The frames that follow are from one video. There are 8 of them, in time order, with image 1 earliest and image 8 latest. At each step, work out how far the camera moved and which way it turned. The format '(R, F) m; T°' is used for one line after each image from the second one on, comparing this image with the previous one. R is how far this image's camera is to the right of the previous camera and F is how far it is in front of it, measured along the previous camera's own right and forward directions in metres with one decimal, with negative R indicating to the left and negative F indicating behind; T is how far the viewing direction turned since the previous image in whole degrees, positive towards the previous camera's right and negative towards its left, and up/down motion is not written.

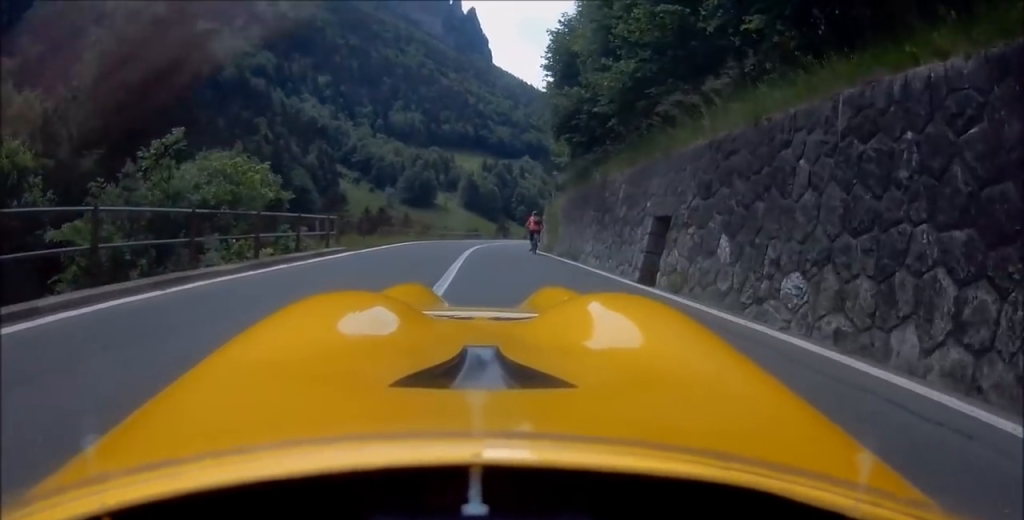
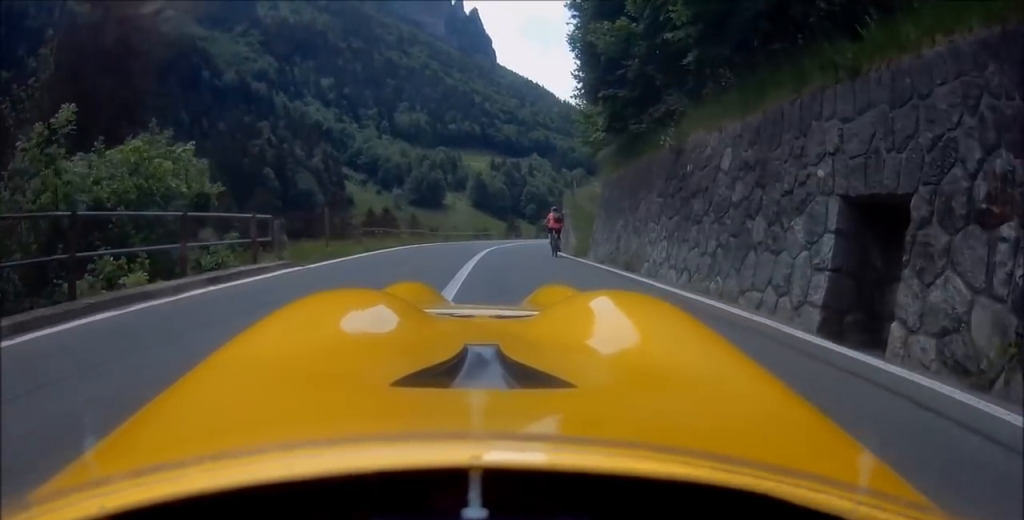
(-0.2, +5.5) m; -3°
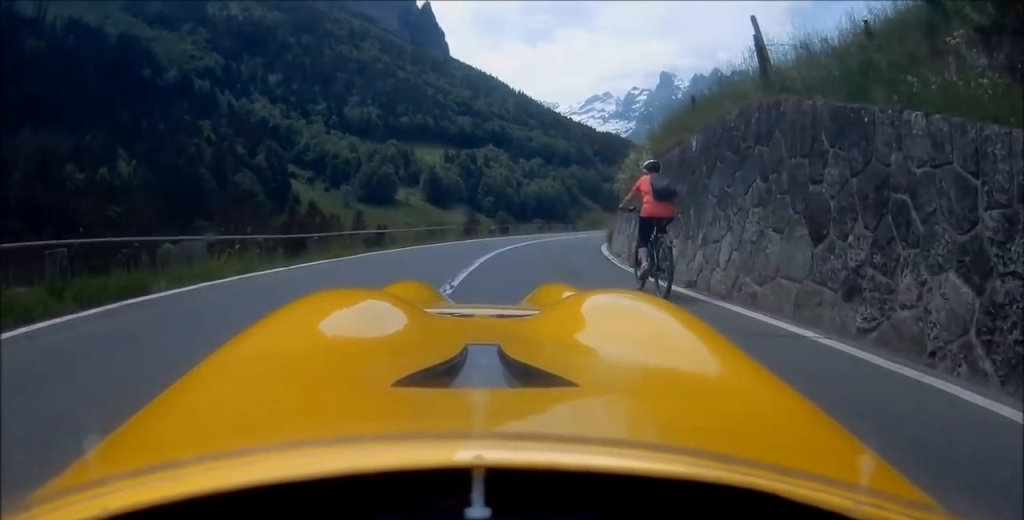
(-2.3, +23.0) m; 0°
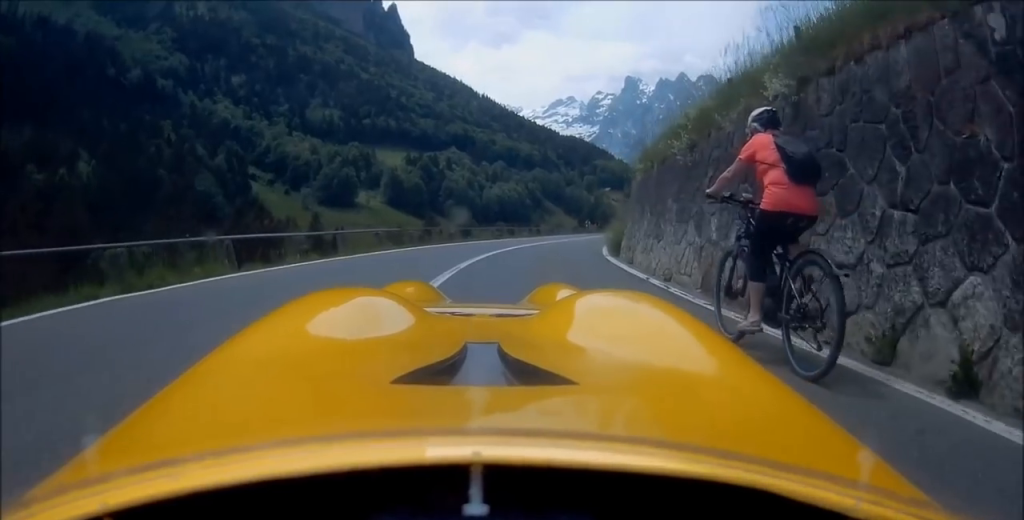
(+0.8, +6.7) m; +7°
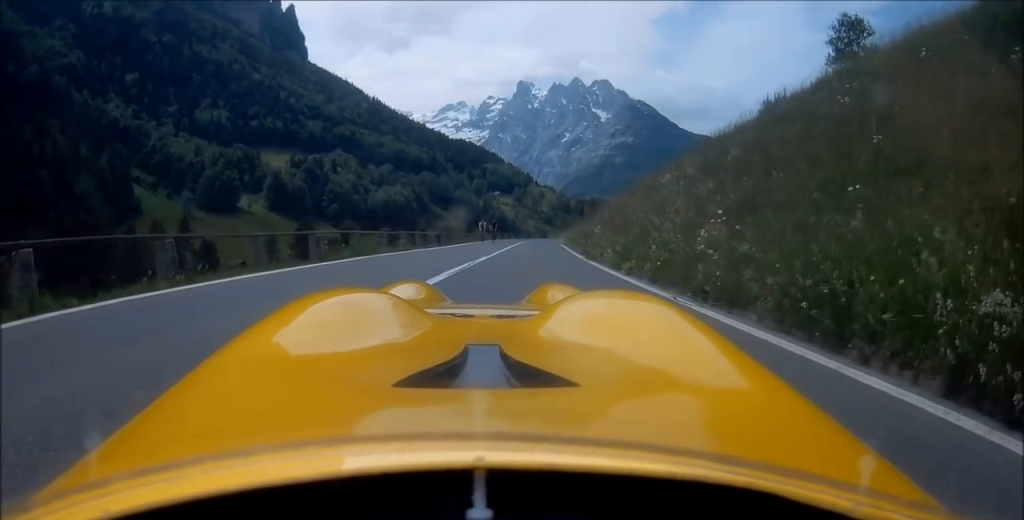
(+2.5, +18.4) m; +10°
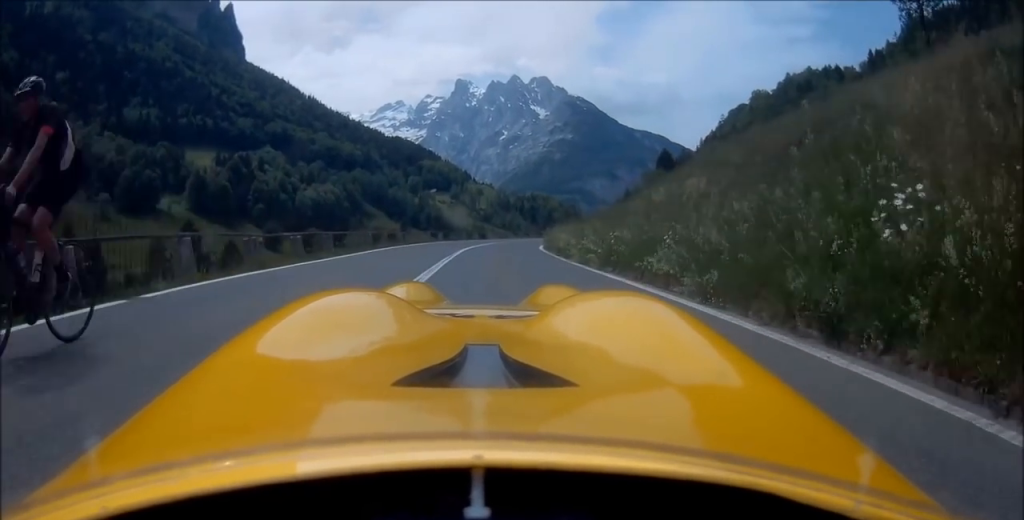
(+1.1, +29.2) m; +5°
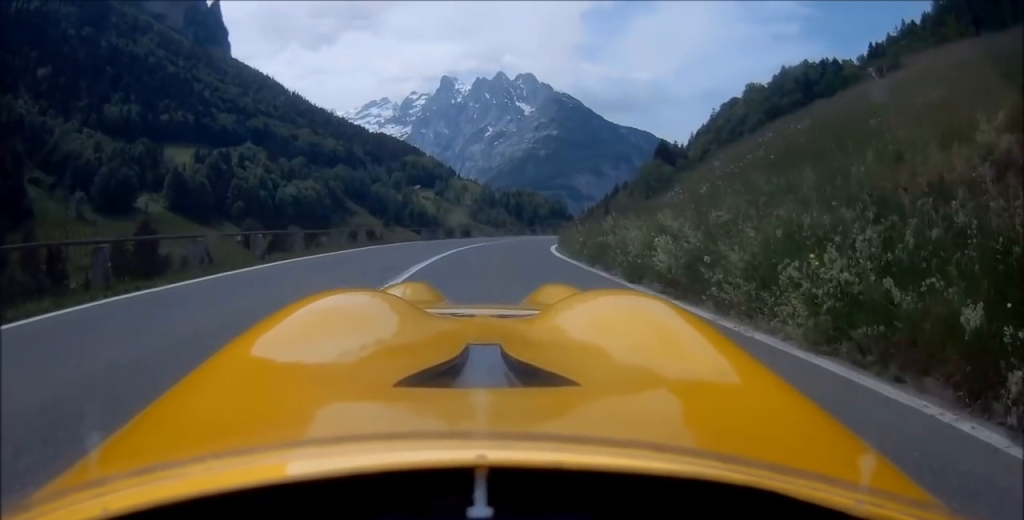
(+0.2, +10.4) m; +1°
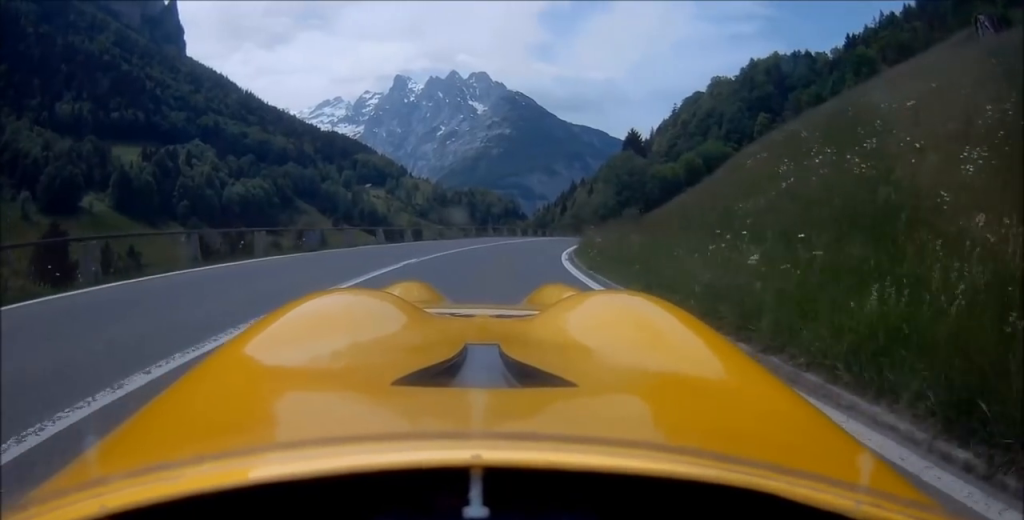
(+0.1, +13.9) m; +4°
